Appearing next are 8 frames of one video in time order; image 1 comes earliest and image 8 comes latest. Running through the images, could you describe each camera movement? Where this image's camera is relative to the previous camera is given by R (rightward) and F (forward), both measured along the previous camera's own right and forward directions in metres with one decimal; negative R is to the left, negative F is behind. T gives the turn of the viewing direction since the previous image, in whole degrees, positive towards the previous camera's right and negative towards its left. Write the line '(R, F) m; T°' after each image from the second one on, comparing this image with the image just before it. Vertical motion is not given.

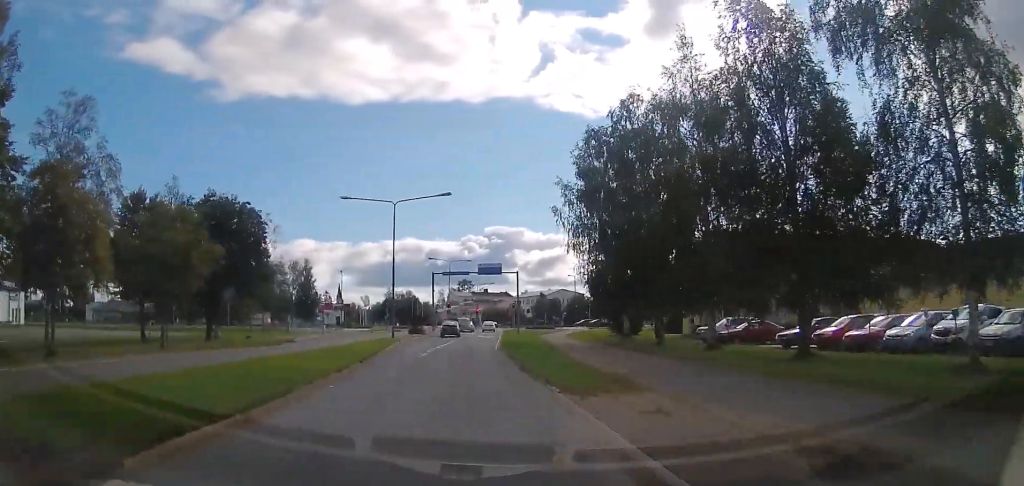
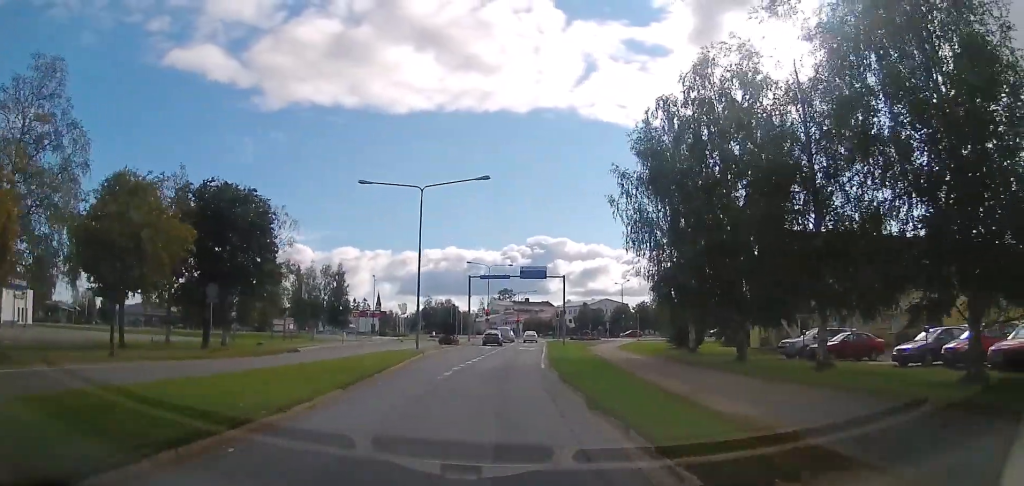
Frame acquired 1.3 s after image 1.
(-0.9, +6.8) m; -7°
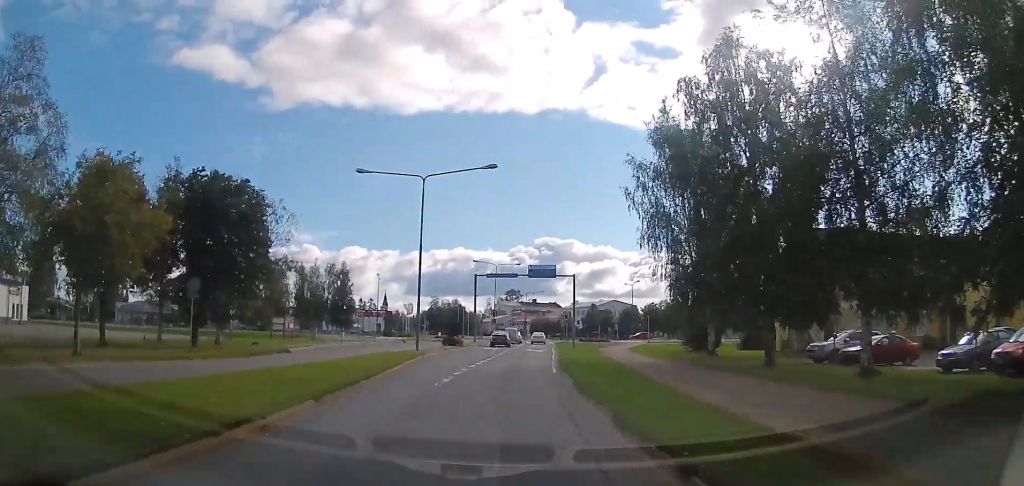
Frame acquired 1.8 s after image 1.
(0.0, +2.4) m; +1°
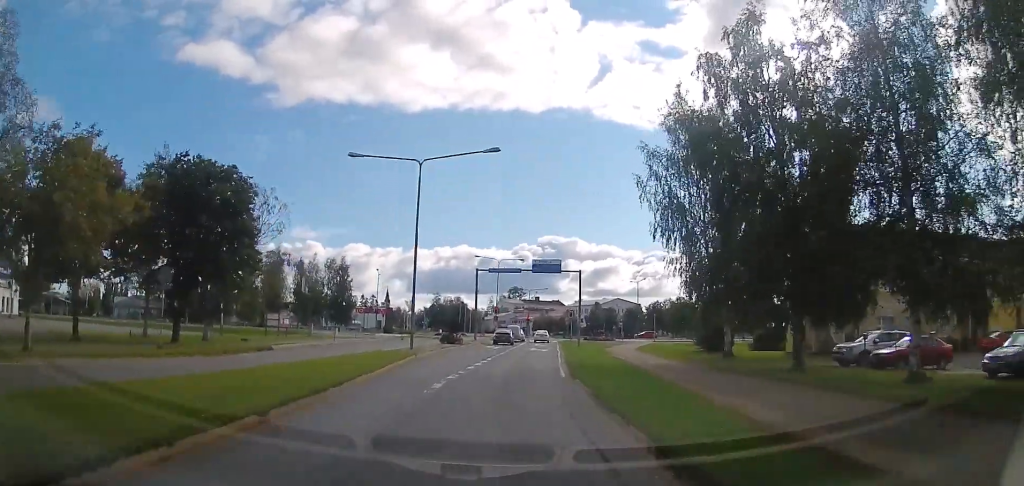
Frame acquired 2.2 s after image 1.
(+0.1, +2.4) m; +1°
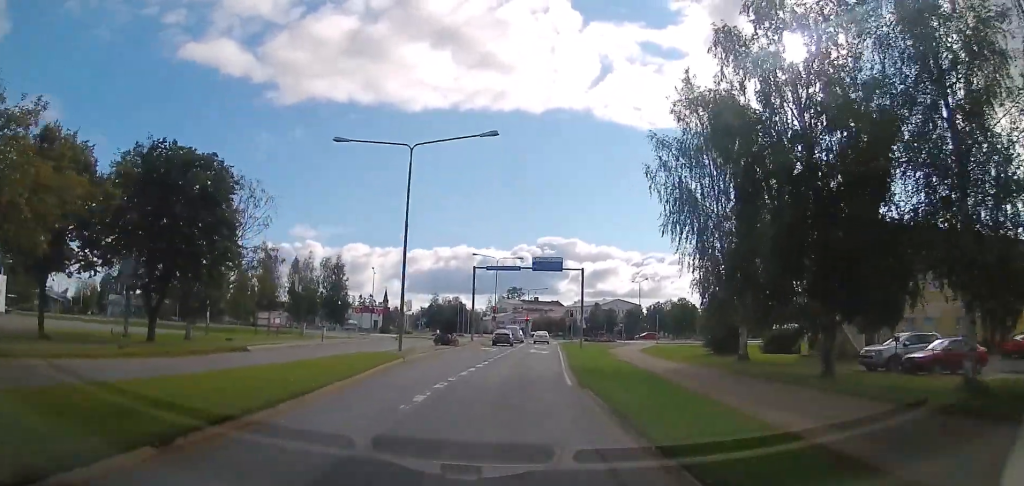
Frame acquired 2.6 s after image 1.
(+0.1, +2.5) m; +1°
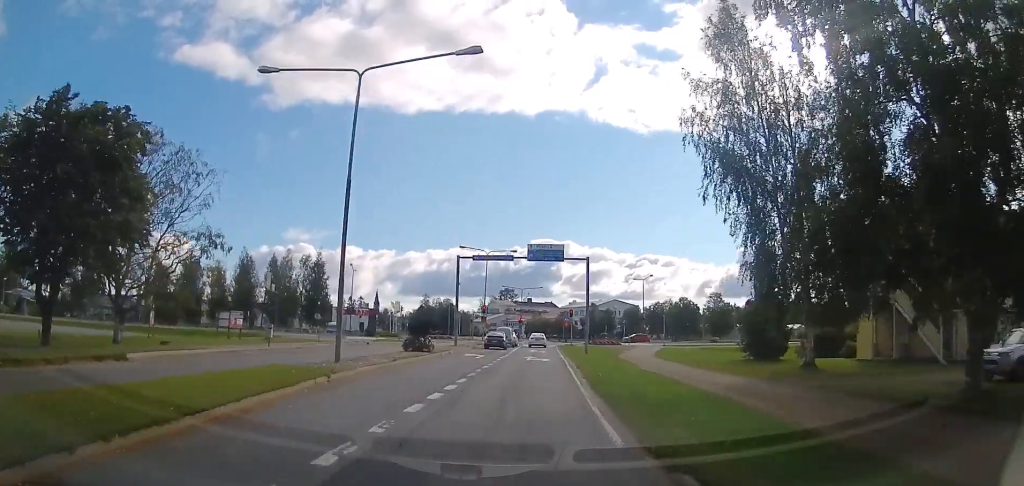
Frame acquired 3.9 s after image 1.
(-0.2, +7.8) m; -3°
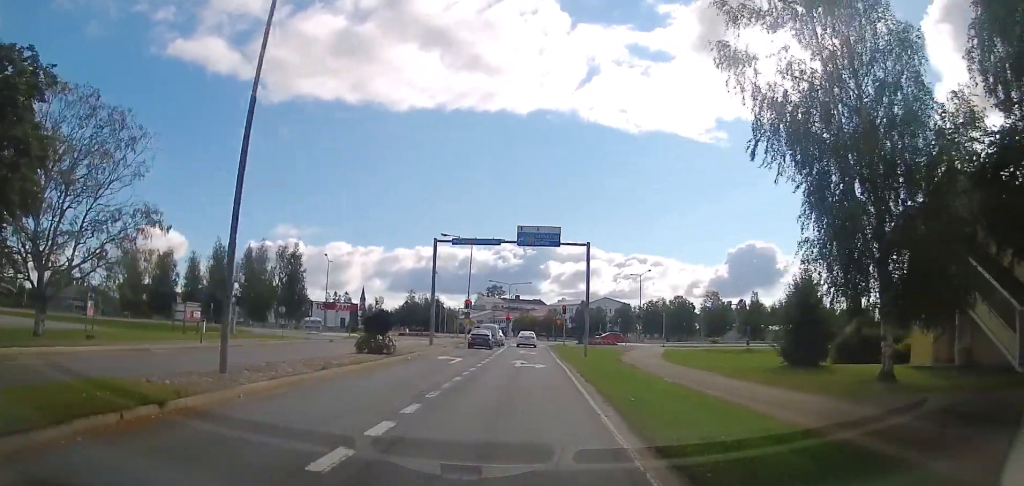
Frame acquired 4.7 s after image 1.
(-0.1, +6.0) m; 0°
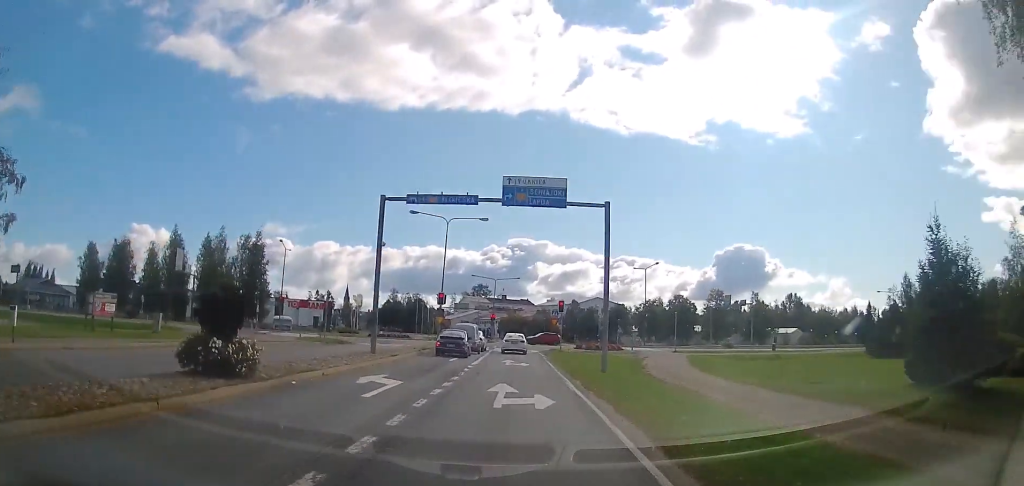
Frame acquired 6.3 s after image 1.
(+0.5, +11.0) m; +4°
